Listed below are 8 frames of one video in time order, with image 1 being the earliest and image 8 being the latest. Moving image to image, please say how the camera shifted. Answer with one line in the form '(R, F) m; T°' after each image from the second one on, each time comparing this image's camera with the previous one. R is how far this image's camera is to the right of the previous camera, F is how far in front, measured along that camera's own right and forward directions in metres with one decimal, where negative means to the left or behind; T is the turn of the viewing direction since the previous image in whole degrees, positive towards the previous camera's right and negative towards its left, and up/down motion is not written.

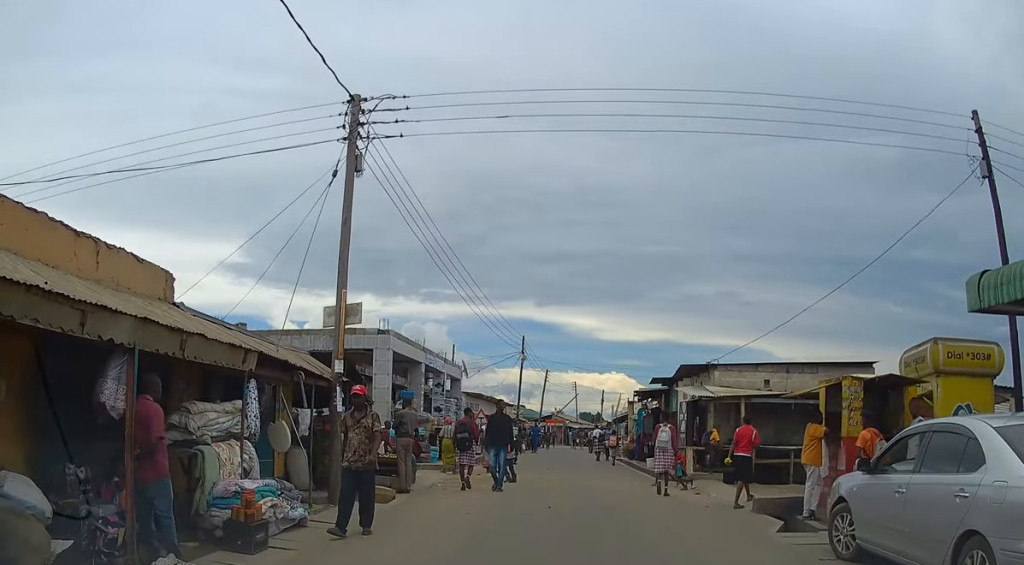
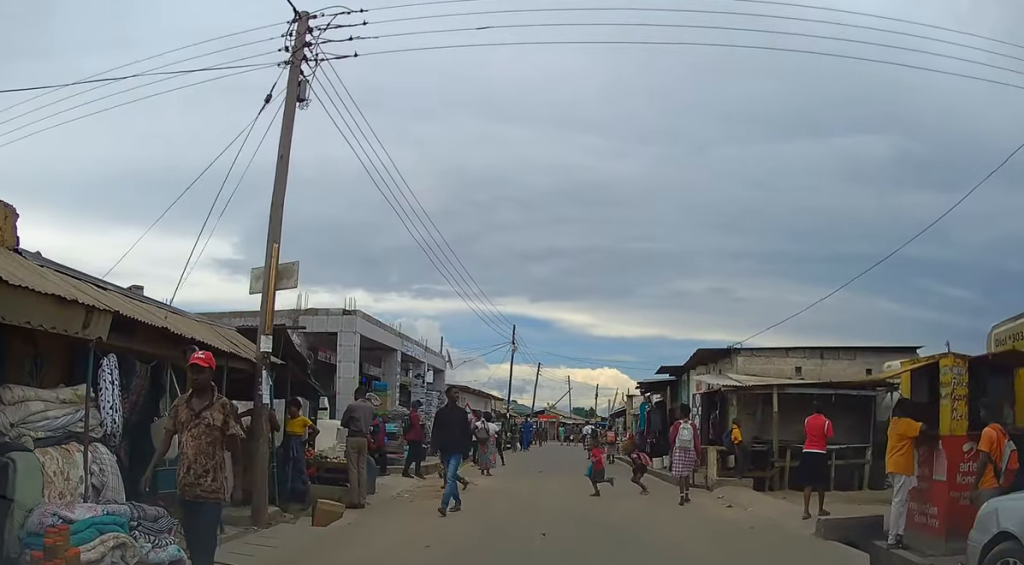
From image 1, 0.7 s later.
(0.0, +3.0) m; -1°
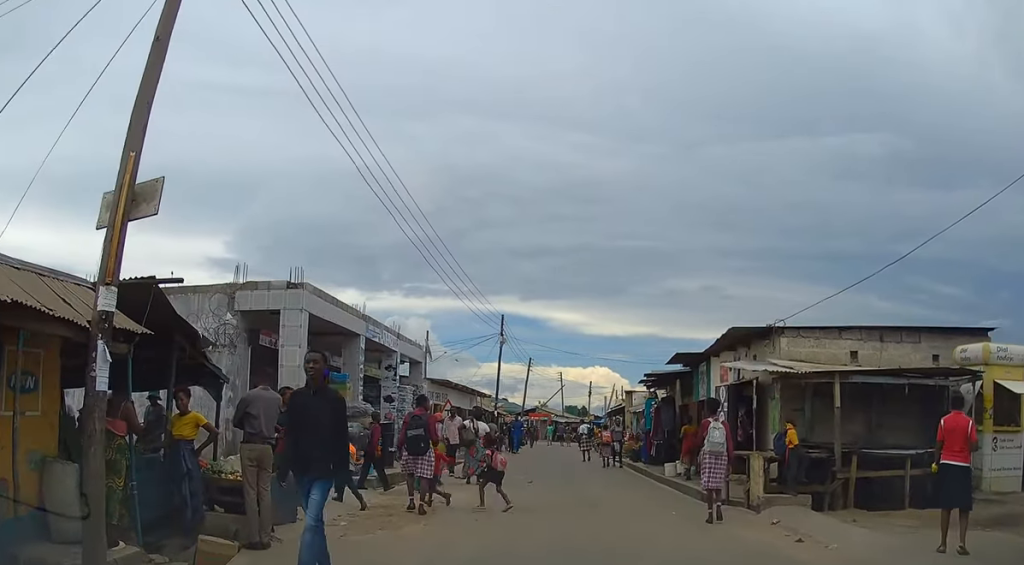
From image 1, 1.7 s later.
(0.0, +3.7) m; +1°
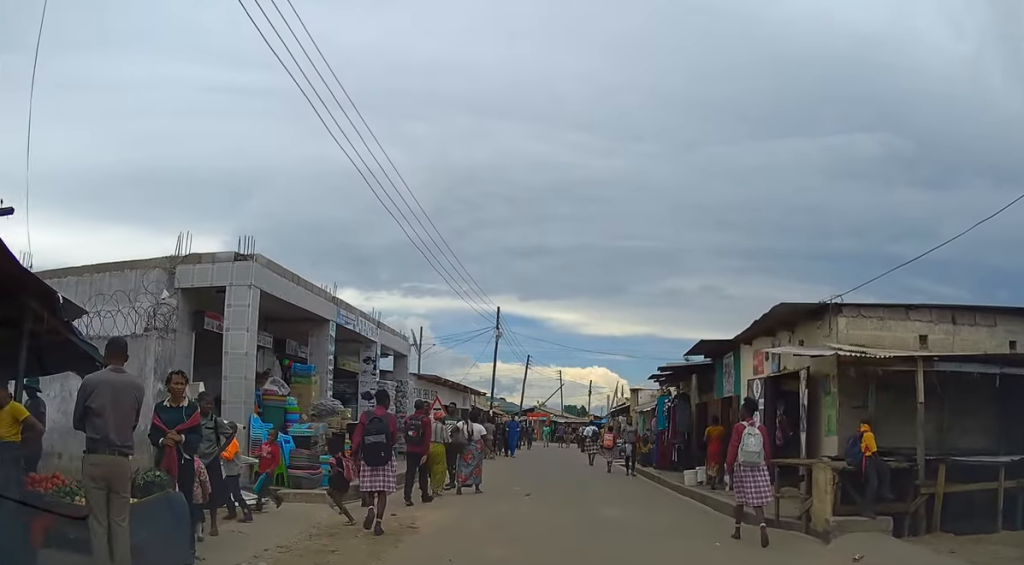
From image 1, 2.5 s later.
(+0.1, +2.8) m; +1°
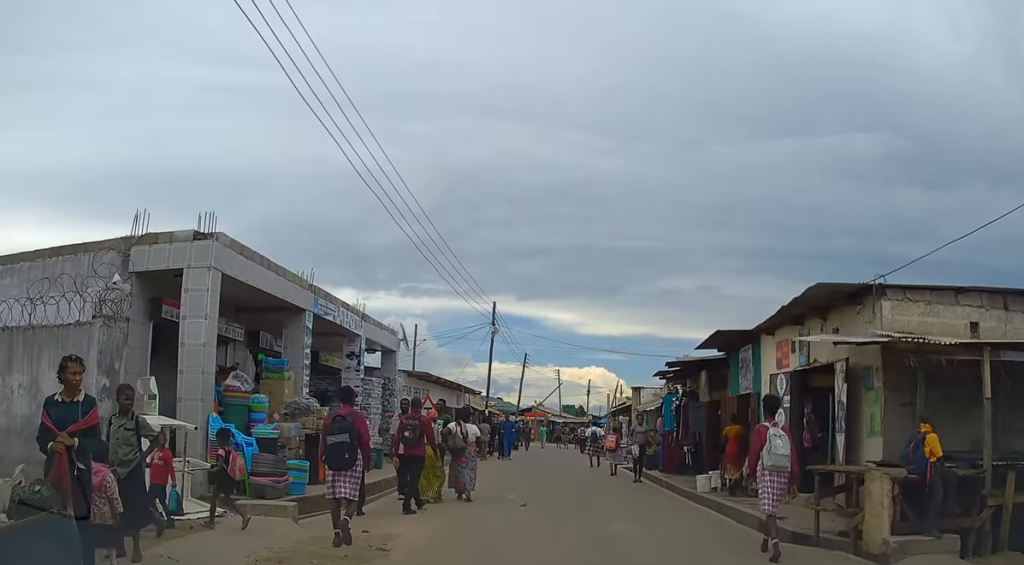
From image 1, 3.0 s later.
(+0.1, +1.6) m; 0°
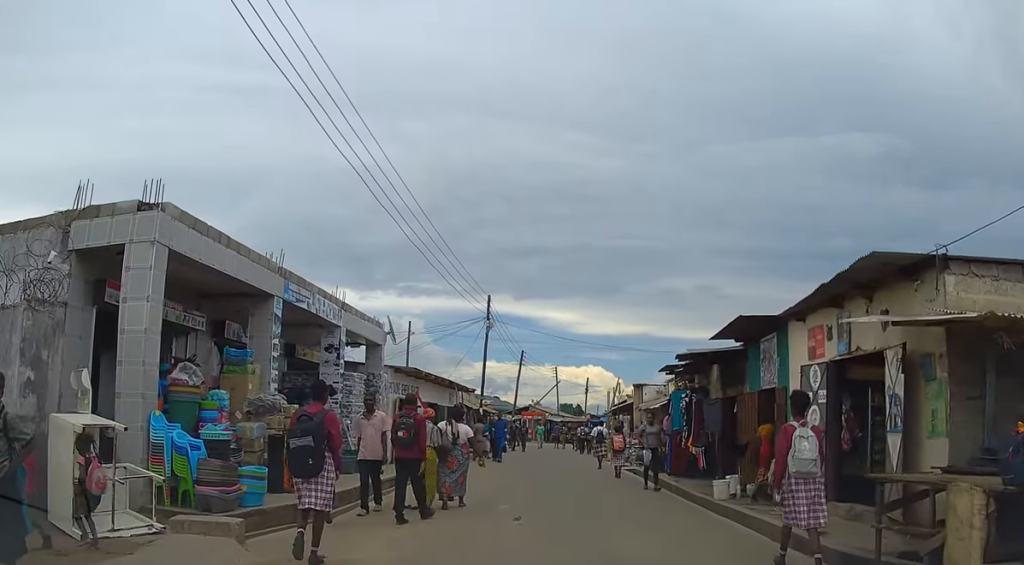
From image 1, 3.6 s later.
(-0.1, +1.7) m; -2°
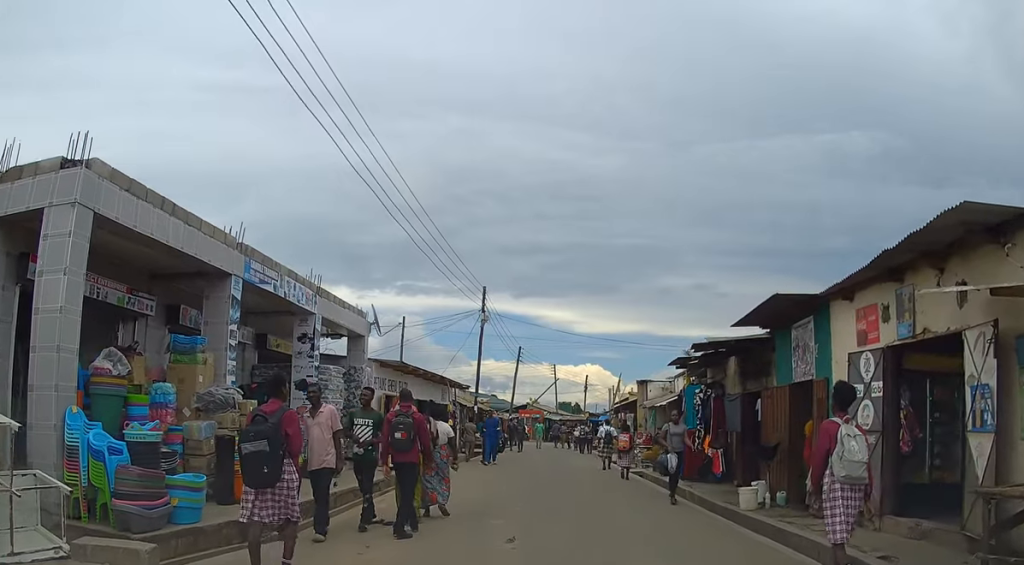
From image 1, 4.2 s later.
(-0.1, +1.9) m; -1°
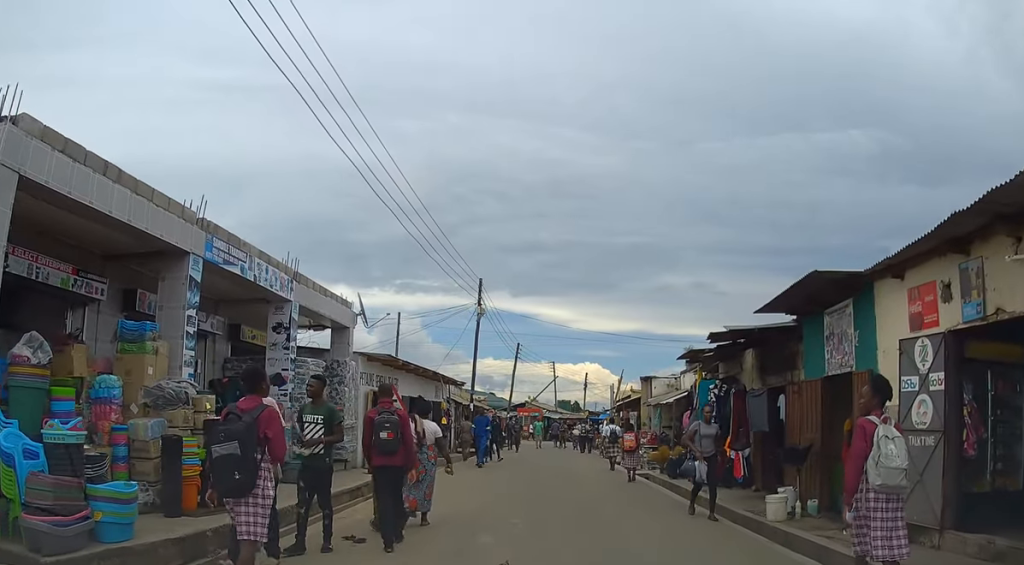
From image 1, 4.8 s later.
(0.0, +1.5) m; +2°
